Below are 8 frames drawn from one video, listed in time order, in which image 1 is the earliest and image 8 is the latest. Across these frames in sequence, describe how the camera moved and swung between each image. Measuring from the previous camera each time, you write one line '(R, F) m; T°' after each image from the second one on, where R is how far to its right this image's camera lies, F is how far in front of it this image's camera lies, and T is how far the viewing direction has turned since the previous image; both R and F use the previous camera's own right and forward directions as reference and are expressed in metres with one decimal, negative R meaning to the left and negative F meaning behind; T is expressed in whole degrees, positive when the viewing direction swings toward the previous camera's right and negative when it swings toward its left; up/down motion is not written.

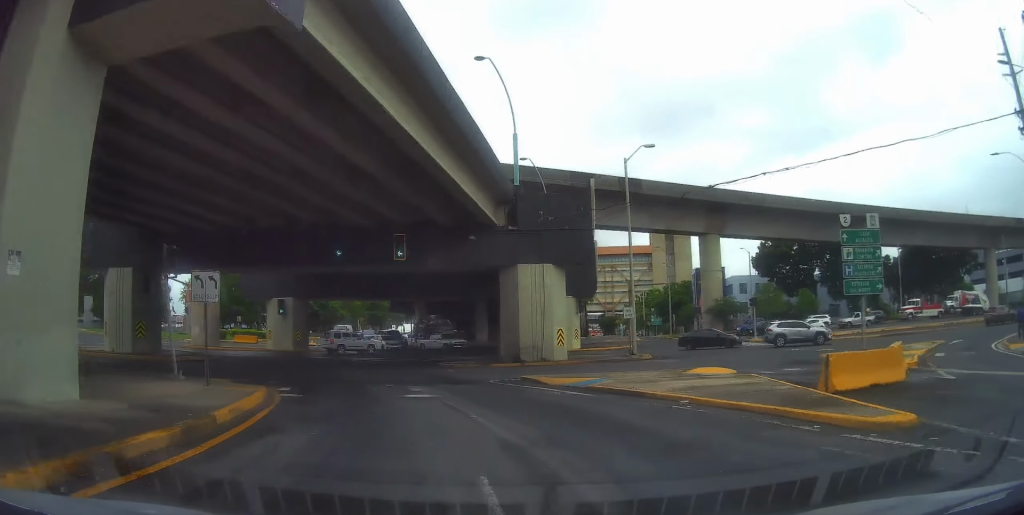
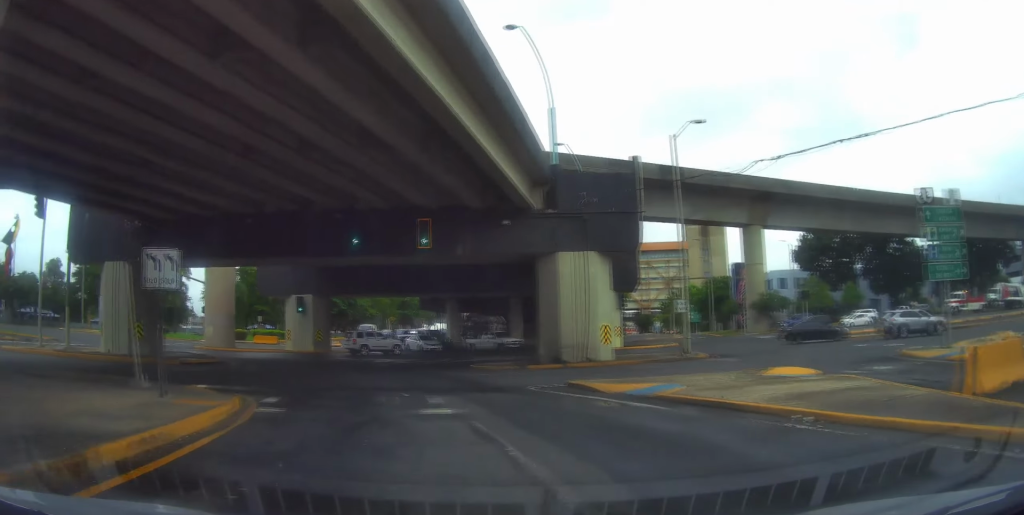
(-0.1, +3.9) m; -3°
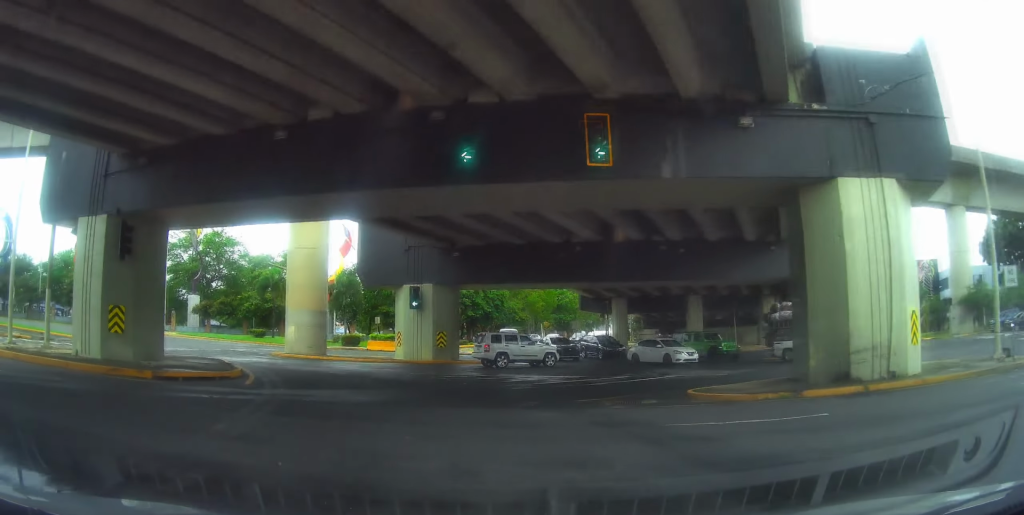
(-1.7, +14.6) m; -13°
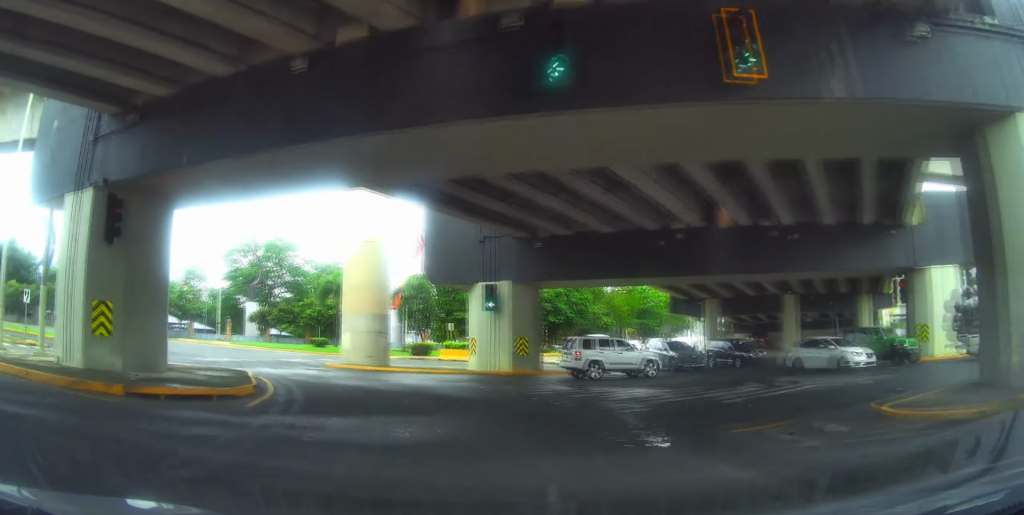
(0.0, +5.1) m; -4°
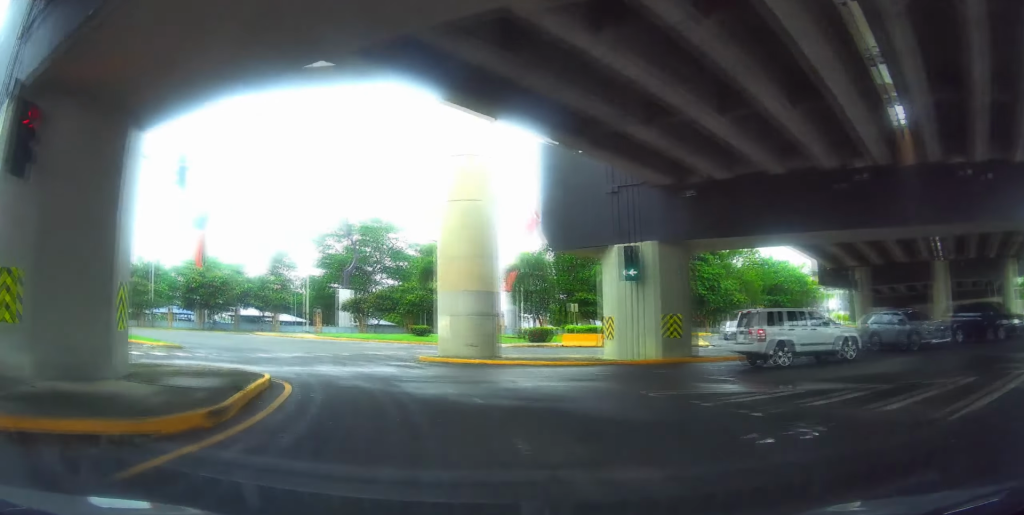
(-0.6, +7.6) m; -17°
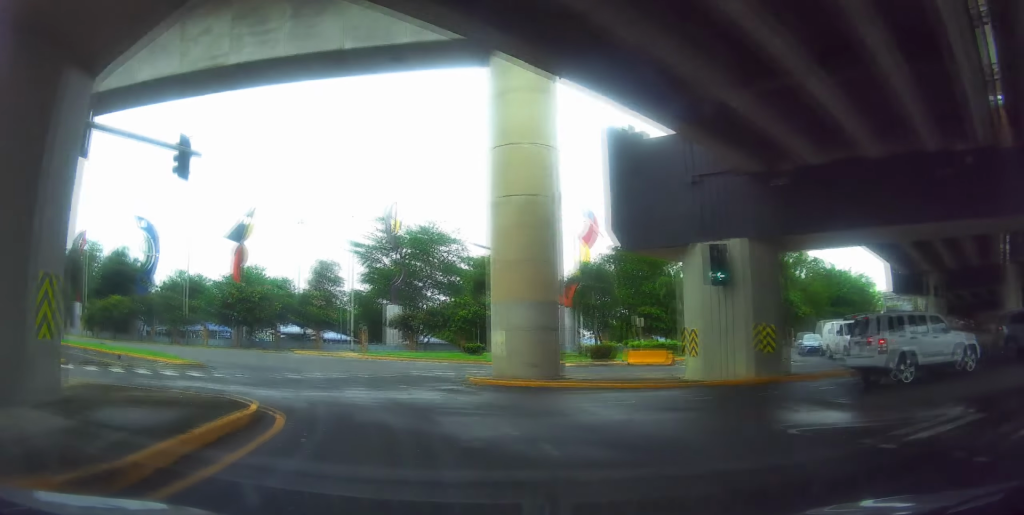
(-0.3, +3.7) m; -8°
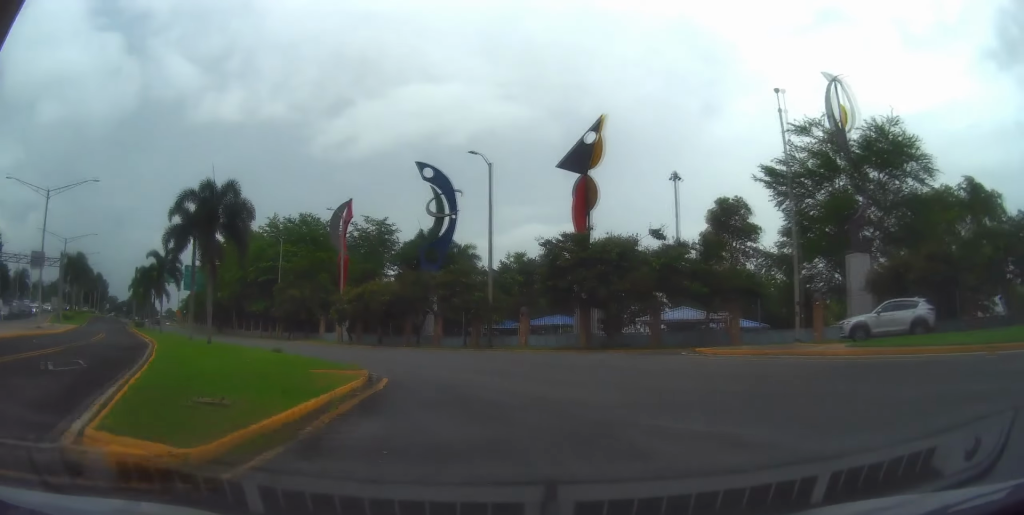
(-10.2, +29.9) m; -30°
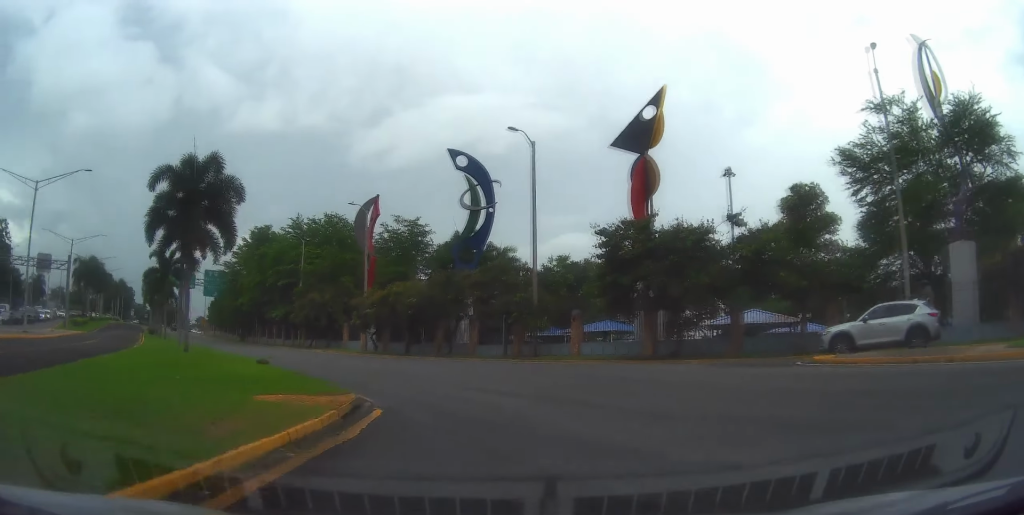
(-0.5, +7.1) m; -3°
